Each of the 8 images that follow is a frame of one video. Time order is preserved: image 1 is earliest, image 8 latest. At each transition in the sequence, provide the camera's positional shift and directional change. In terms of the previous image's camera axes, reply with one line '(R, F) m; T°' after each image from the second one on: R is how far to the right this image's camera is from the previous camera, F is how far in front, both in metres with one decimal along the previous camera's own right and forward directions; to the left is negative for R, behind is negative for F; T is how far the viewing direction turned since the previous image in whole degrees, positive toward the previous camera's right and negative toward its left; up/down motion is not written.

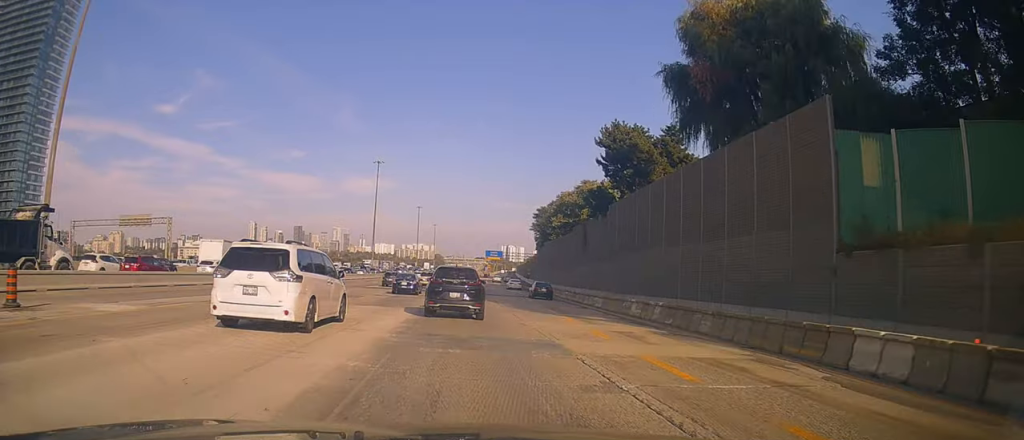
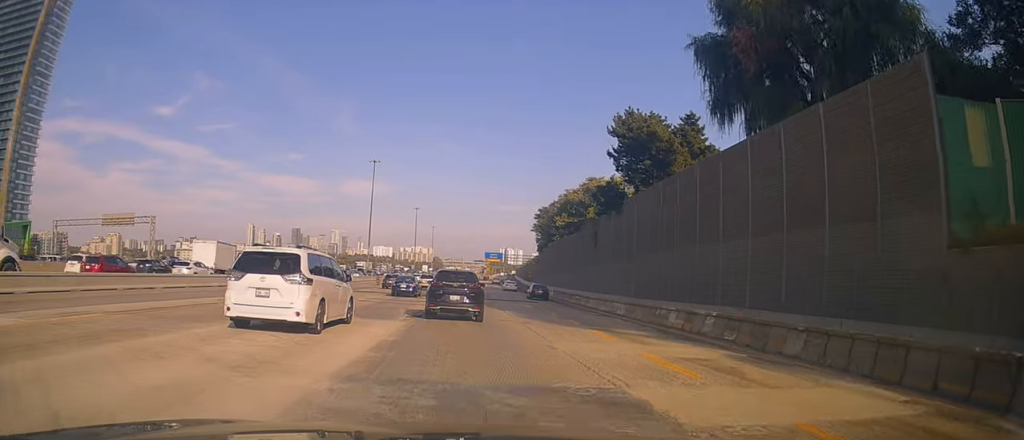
(0.0, +5.6) m; -1°
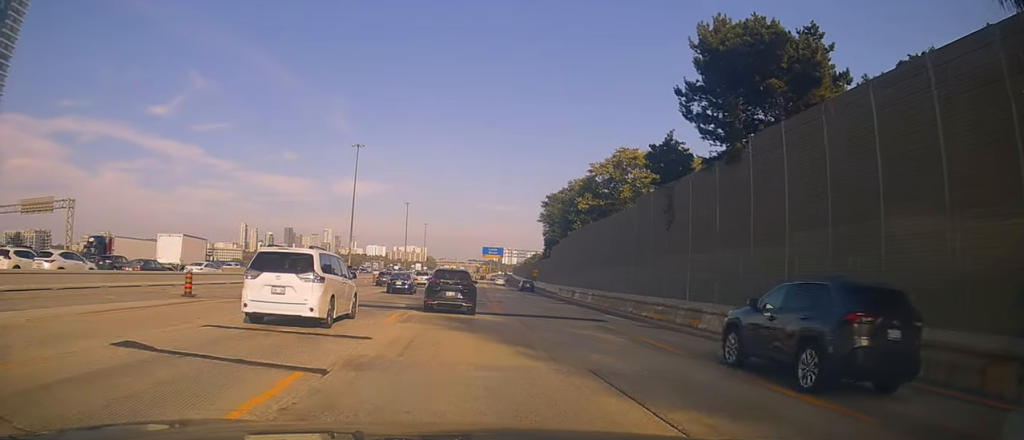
(-1.0, +20.4) m; -4°
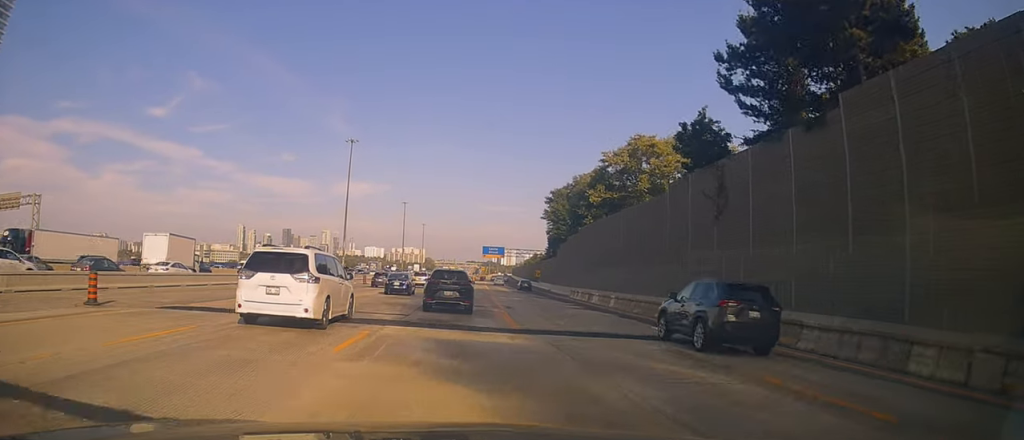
(0.0, +6.8) m; 0°
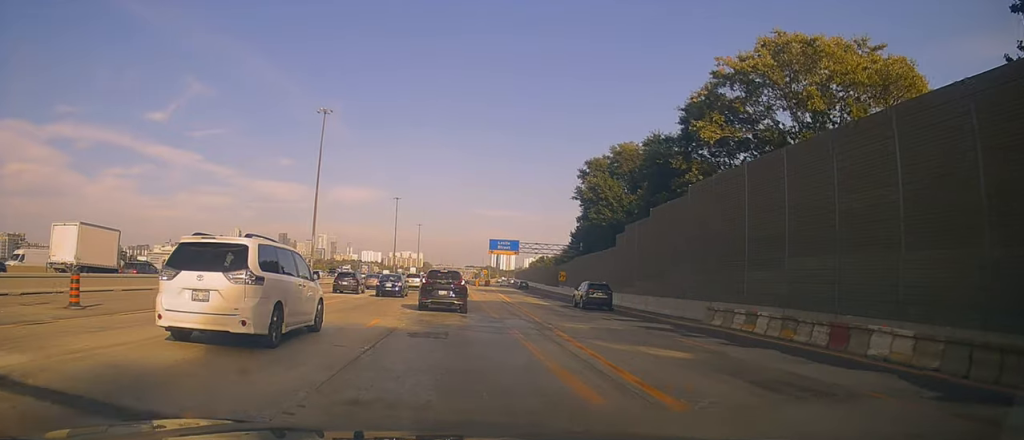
(+0.2, +30.3) m; +2°
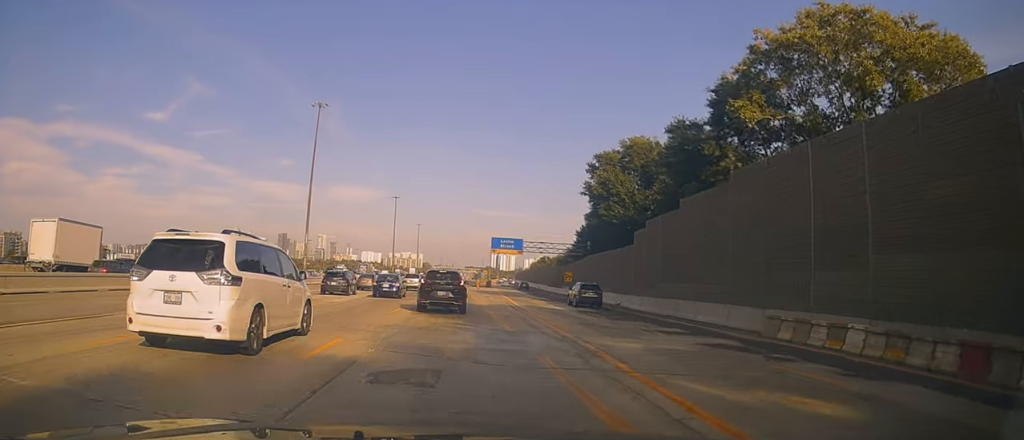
(-0.1, +5.4) m; +1°
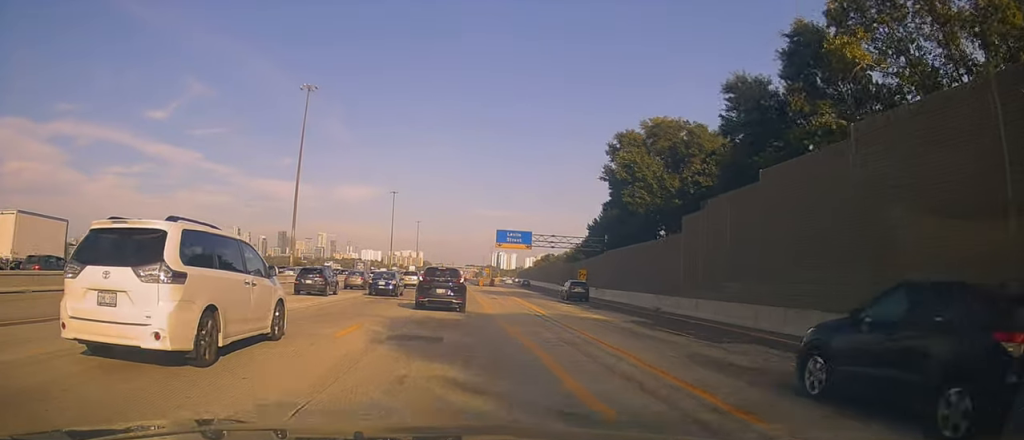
(+0.4, +10.2) m; 0°
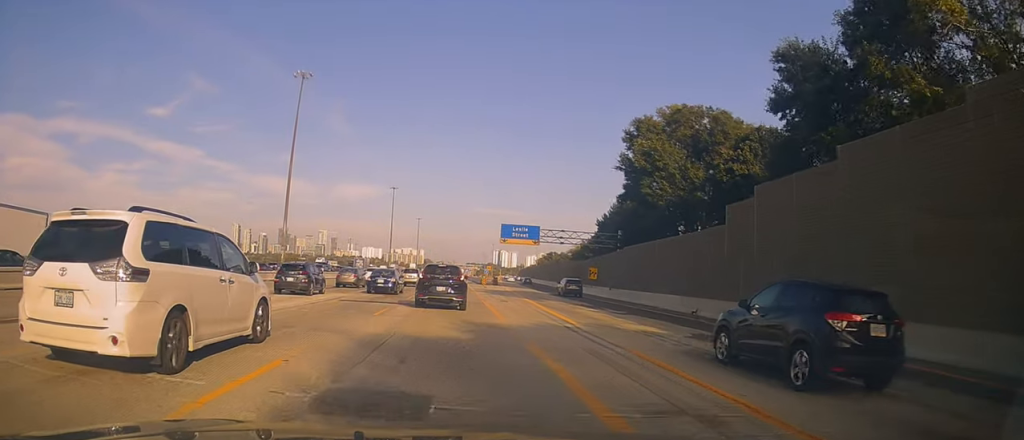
(-0.1, +6.3) m; -1°
